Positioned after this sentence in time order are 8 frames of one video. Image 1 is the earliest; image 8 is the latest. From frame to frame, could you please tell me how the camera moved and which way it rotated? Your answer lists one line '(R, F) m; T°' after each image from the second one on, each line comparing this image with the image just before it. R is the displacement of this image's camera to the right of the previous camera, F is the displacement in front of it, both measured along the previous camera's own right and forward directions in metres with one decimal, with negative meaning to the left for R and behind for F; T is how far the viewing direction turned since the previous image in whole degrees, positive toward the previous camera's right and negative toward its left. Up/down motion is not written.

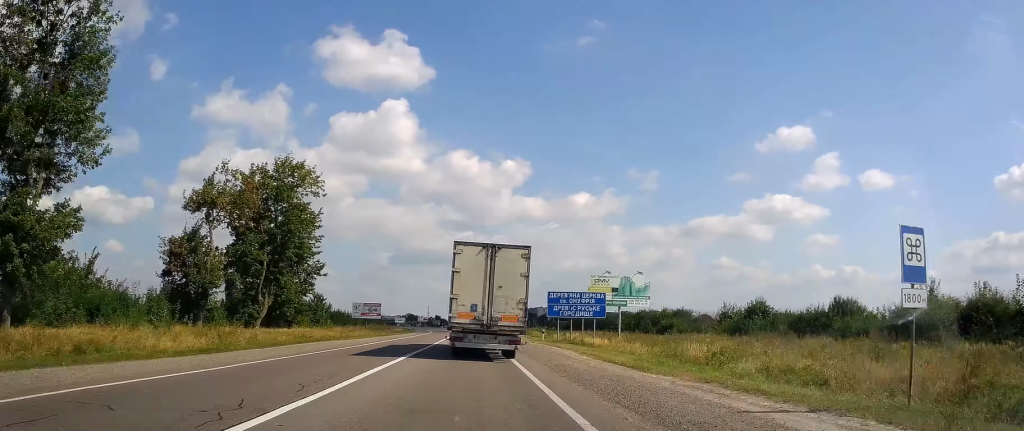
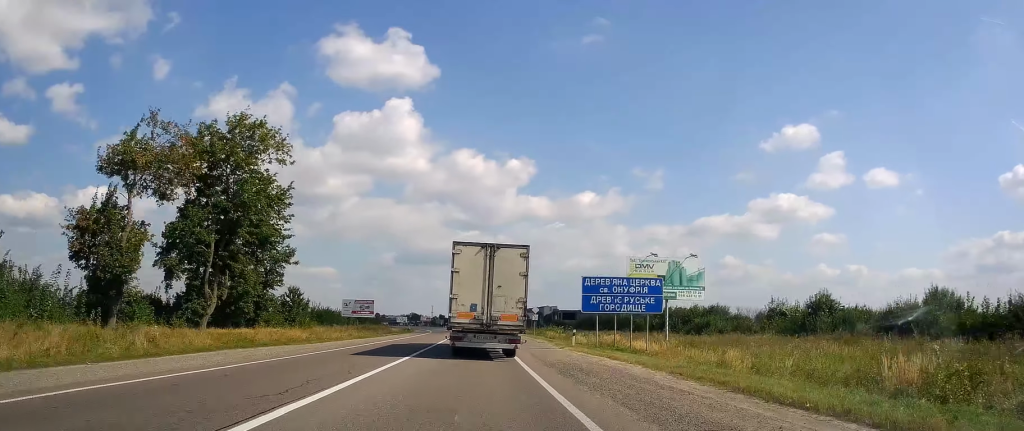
(0.0, +13.7) m; -1°
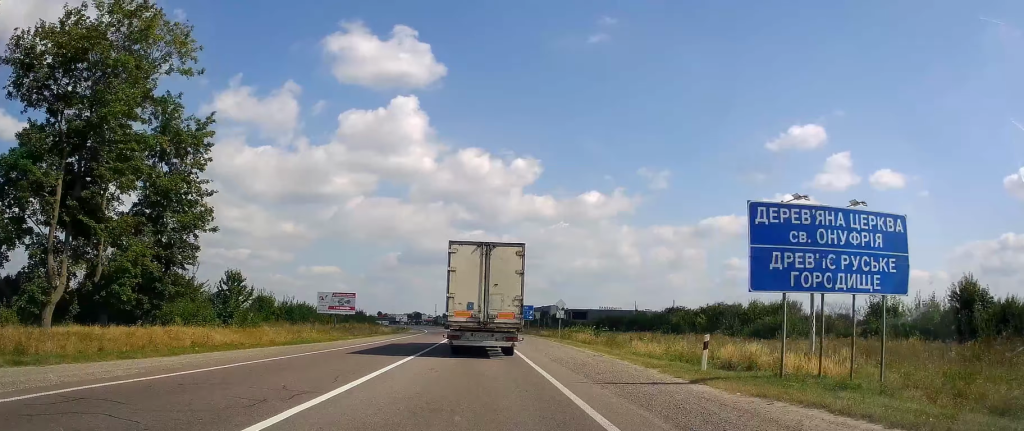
(-0.3, +20.5) m; 0°
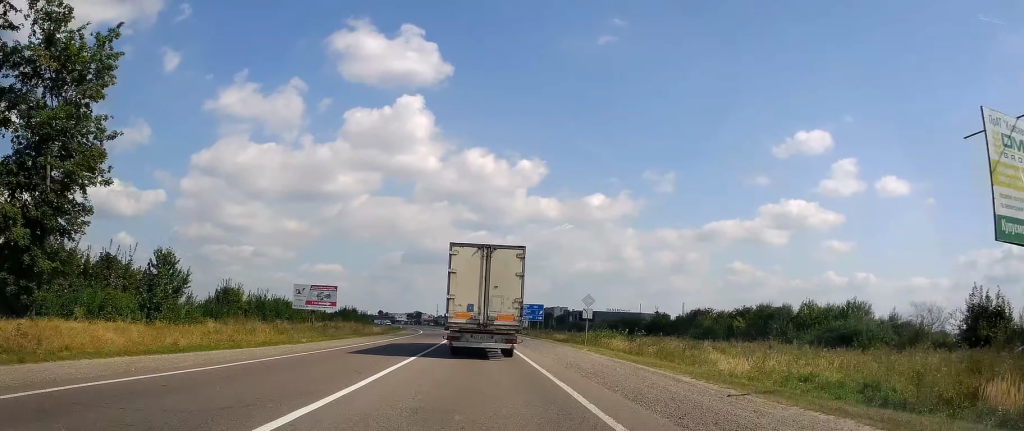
(-0.2, +13.6) m; +1°
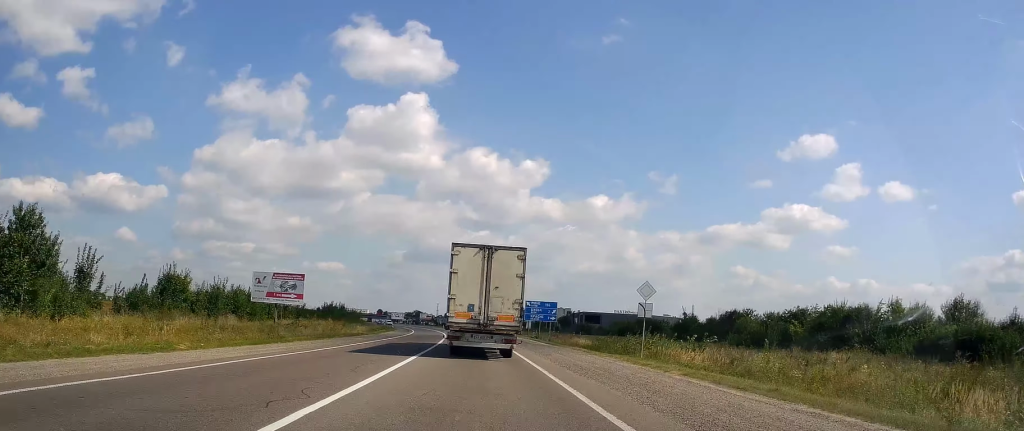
(+0.8, +16.0) m; 0°
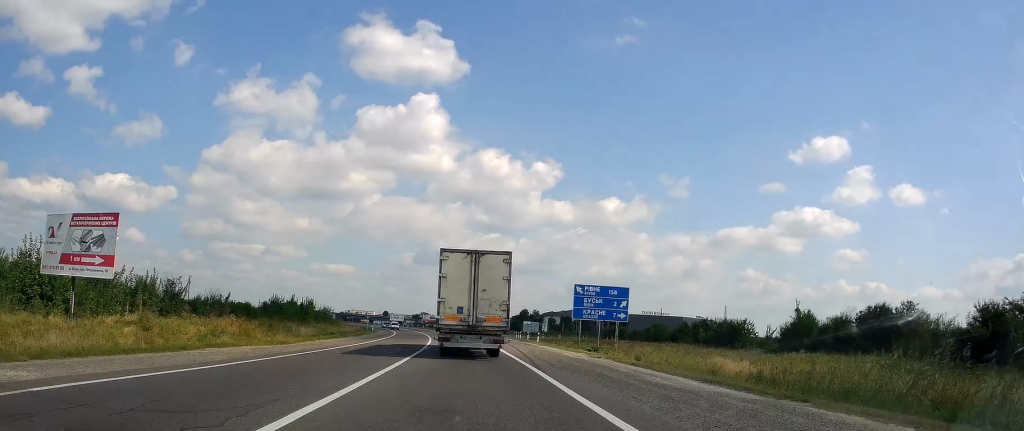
(-1.9, +35.8) m; -4°
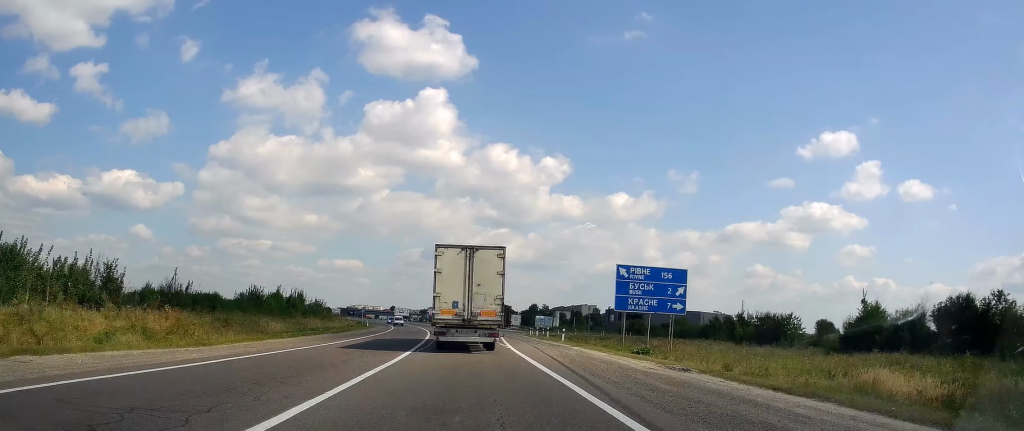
(0.0, +11.4) m; 0°
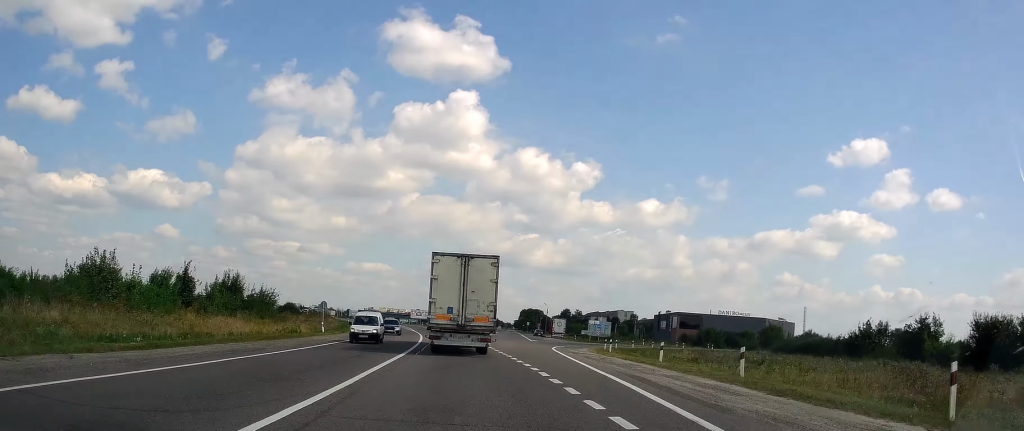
(+0.5, +37.6) m; 0°
